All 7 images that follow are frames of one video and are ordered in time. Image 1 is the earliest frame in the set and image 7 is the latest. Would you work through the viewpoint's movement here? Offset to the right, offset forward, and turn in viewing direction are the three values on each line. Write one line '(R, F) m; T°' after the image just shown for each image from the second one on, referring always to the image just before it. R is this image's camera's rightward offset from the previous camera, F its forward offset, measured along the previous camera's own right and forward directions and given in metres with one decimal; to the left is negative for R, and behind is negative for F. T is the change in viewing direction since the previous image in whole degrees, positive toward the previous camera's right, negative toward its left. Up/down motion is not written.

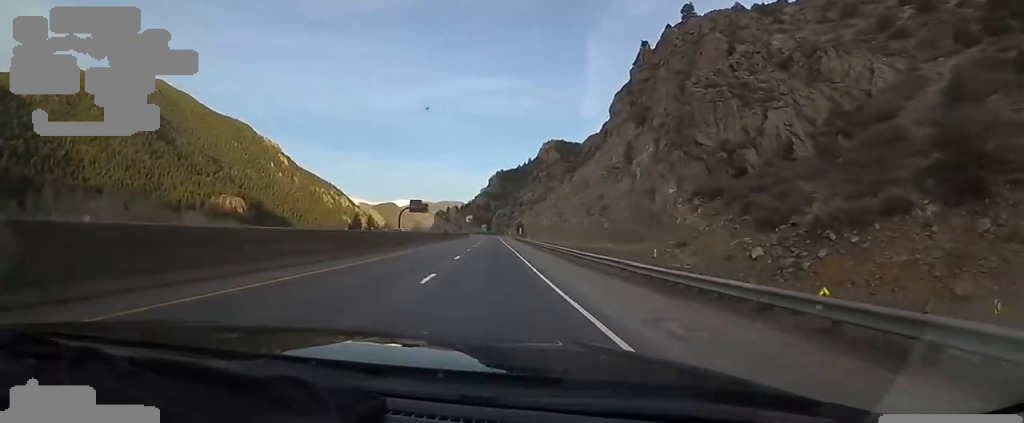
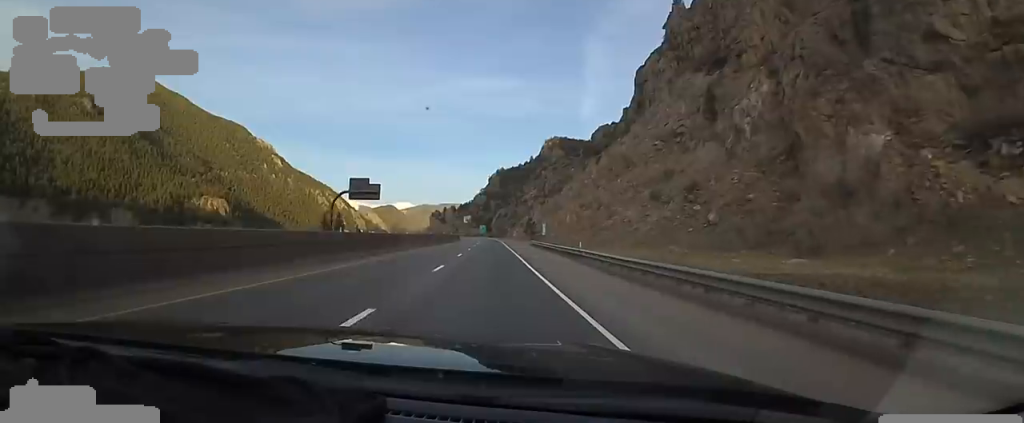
(+1.2, +44.6) m; +3°
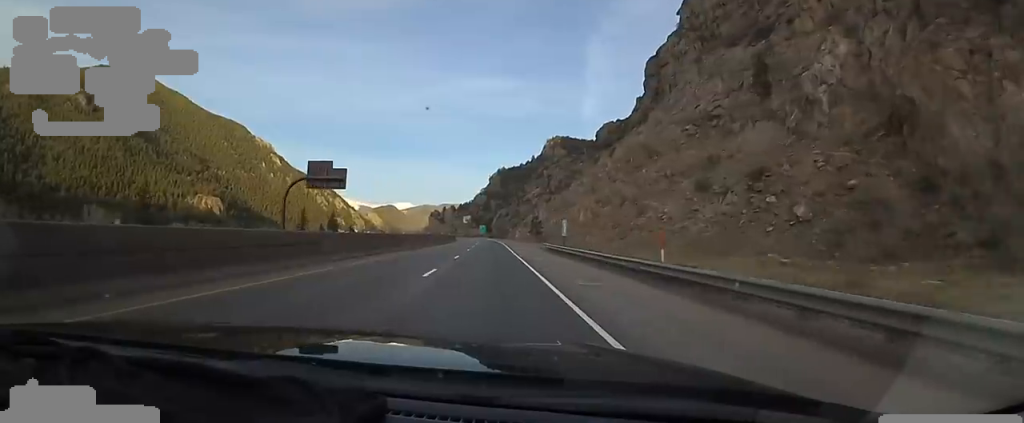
(0.0, +14.5) m; 0°
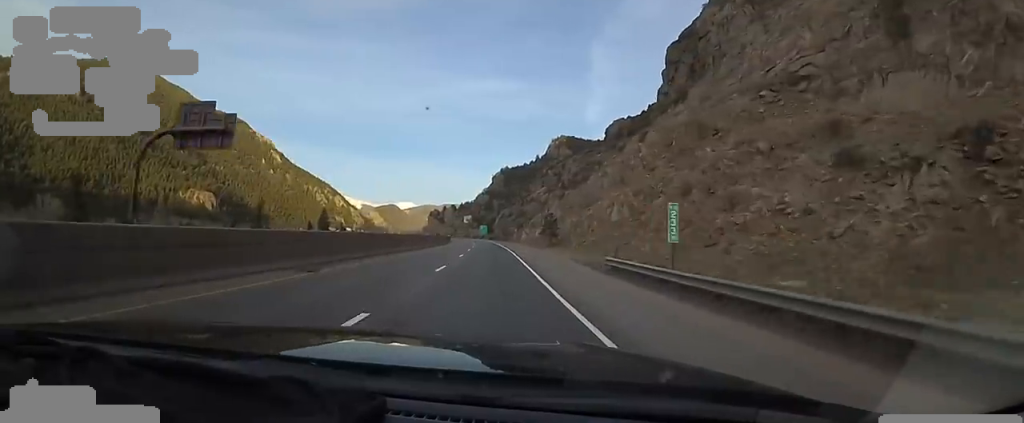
(0.0, +21.7) m; -1°
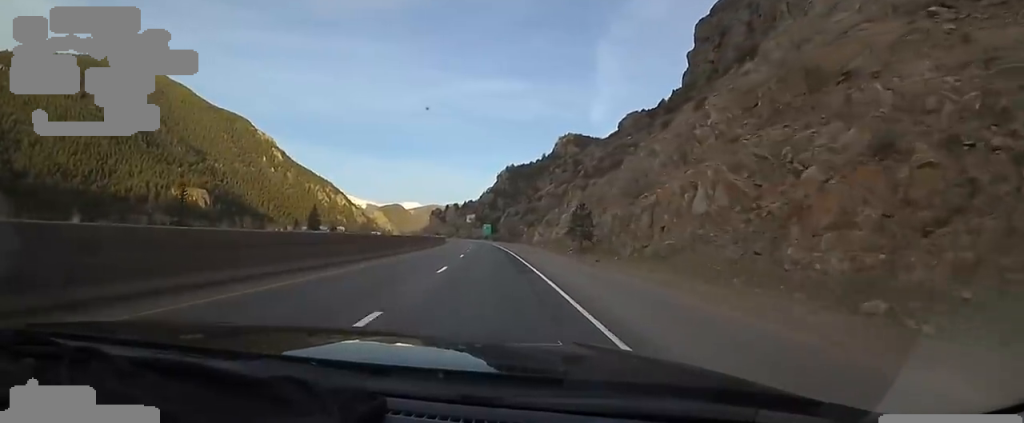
(+0.1, +24.7) m; -2°
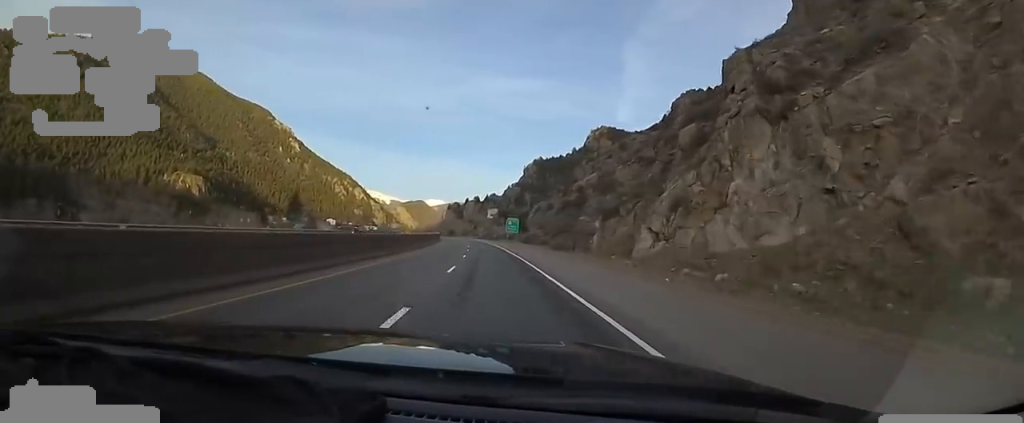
(-3.1, +59.4) m; -3°
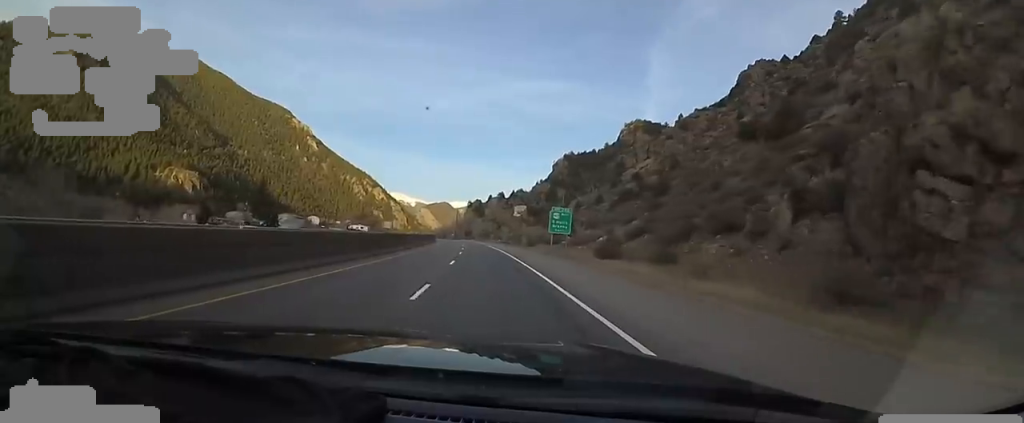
(-1.9, +55.8) m; -5°
